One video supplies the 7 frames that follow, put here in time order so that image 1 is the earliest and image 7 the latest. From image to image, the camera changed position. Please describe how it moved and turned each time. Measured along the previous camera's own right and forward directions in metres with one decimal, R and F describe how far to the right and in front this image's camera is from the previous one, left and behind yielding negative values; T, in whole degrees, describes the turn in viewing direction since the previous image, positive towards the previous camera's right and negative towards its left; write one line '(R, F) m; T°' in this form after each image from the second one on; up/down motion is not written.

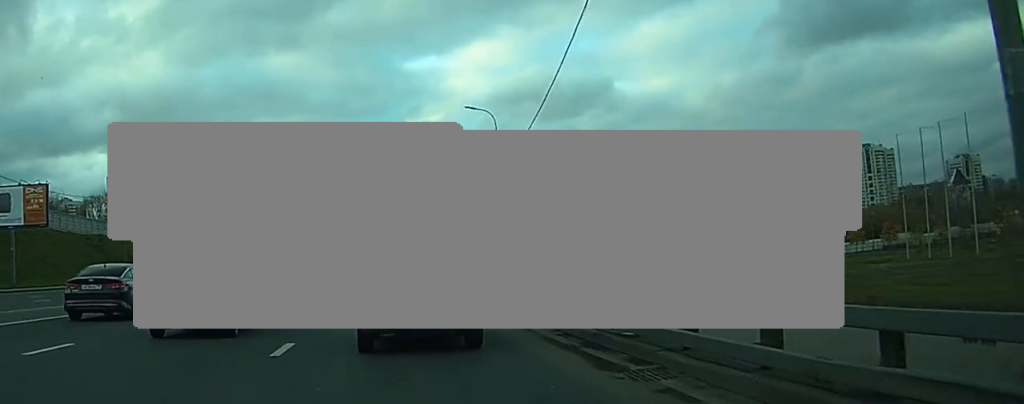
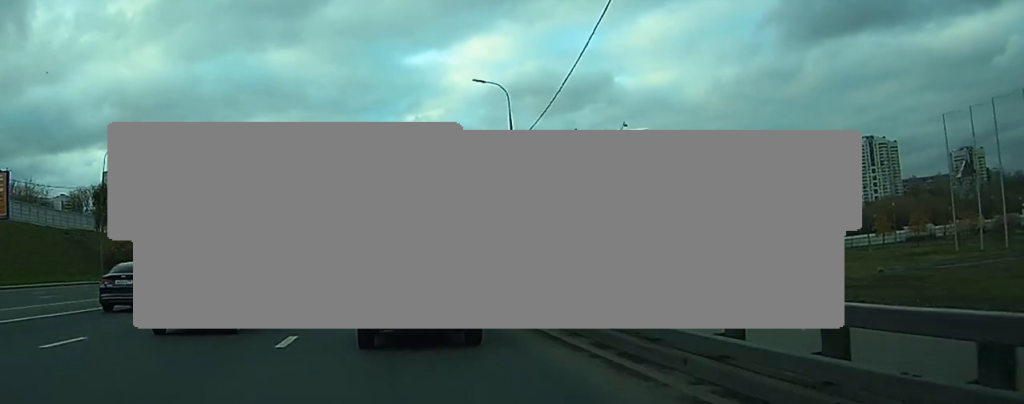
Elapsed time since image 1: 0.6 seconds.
(+0.1, +7.3) m; +1°
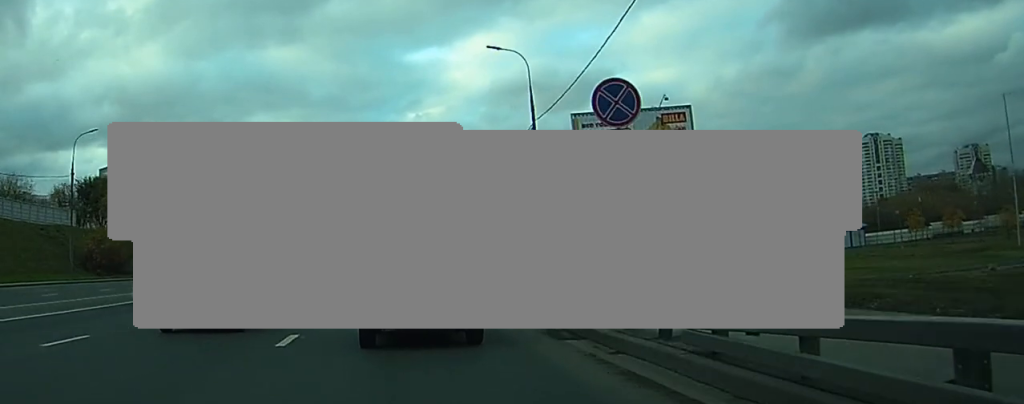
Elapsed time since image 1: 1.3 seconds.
(0.0, +7.9) m; -1°
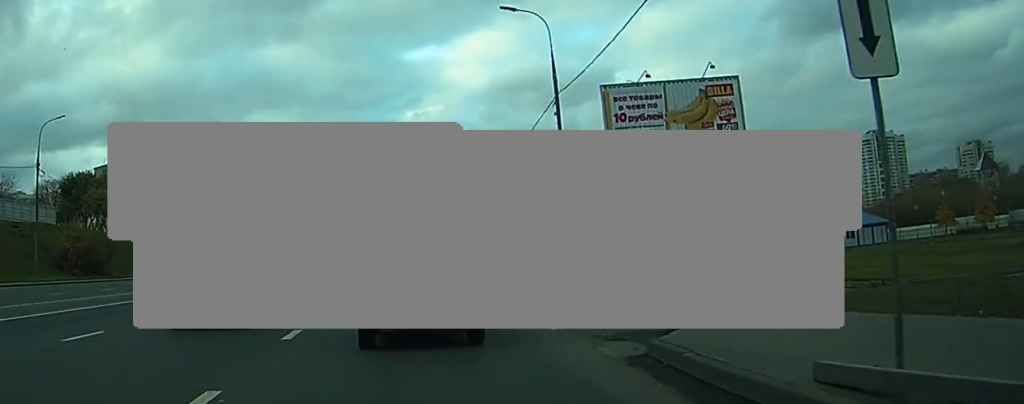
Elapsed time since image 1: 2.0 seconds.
(0.0, +7.0) m; -1°
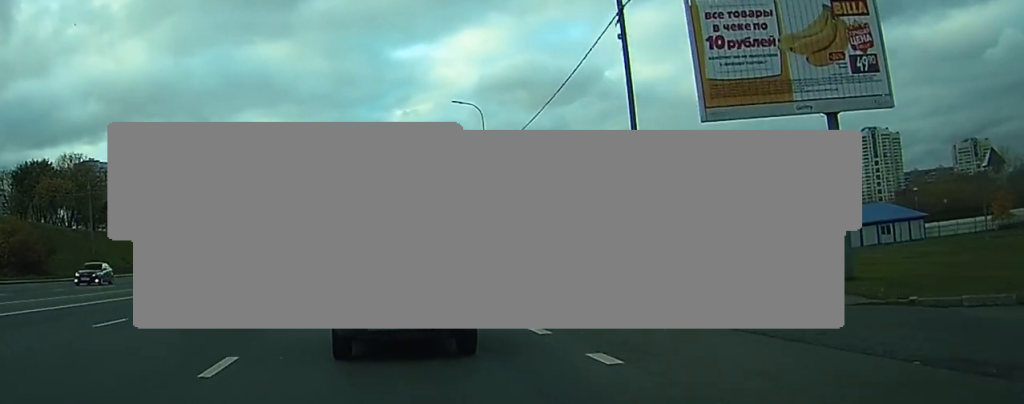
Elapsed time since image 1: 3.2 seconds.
(-0.2, +13.2) m; 0°
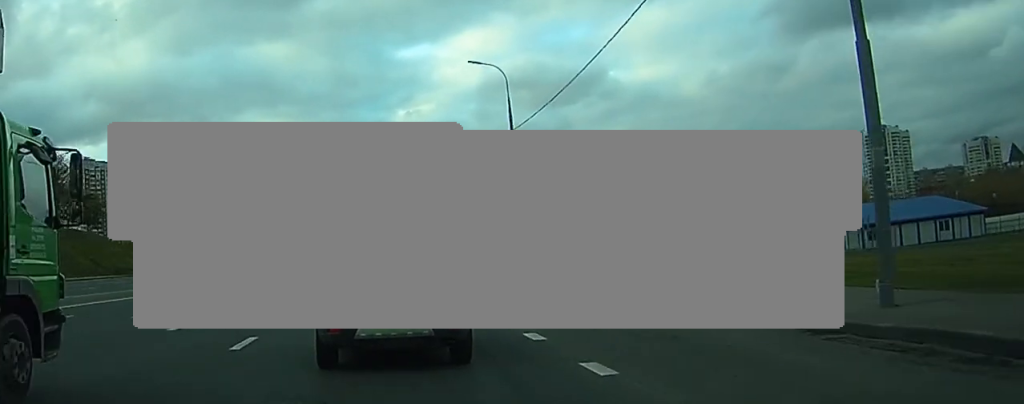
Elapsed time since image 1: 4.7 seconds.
(+0.1, +13.8) m; +1°
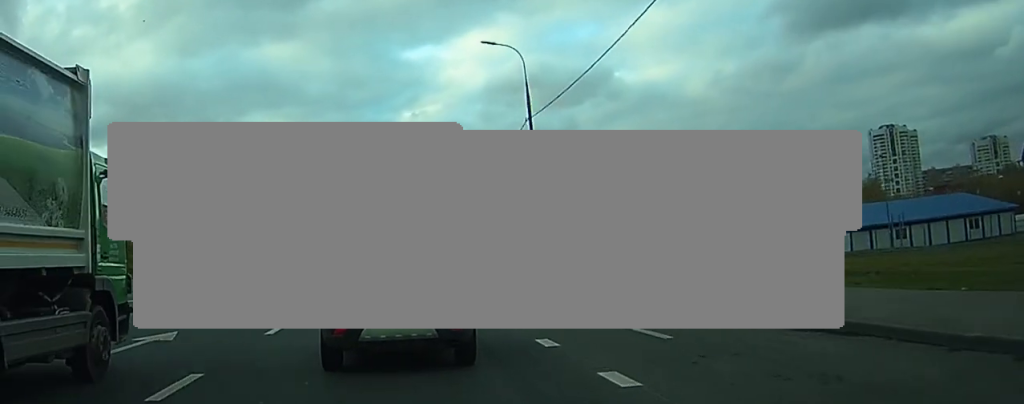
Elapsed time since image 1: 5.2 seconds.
(0.0, +5.1) m; +1°
